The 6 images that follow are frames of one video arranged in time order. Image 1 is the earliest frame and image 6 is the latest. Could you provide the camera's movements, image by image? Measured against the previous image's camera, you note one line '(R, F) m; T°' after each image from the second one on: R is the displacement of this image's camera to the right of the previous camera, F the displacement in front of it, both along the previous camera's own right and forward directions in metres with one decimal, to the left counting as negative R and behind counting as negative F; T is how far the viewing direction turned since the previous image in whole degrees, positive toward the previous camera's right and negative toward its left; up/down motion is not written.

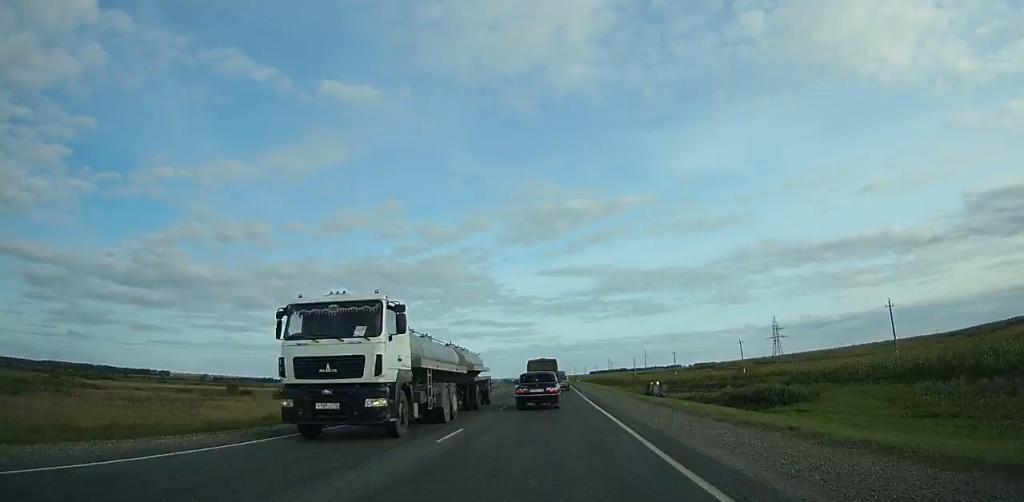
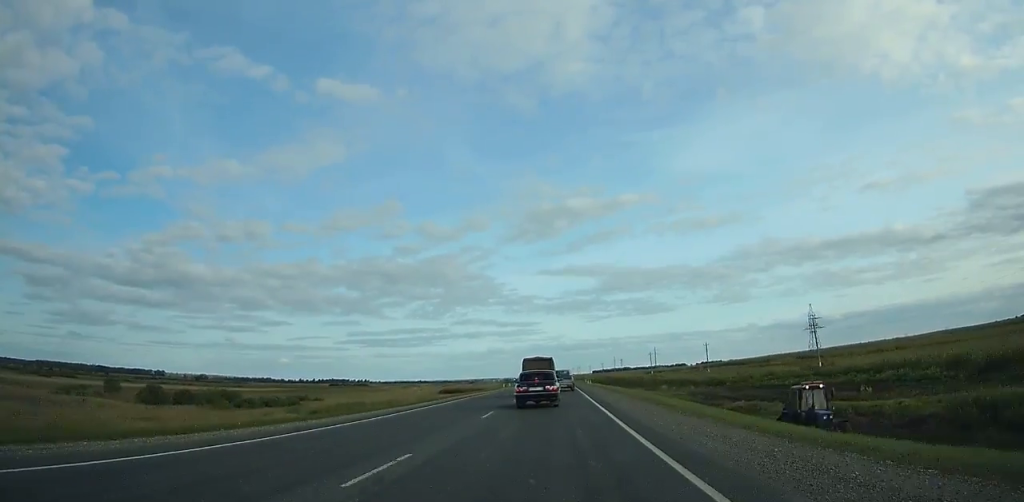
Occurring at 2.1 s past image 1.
(0.0, +39.1) m; 0°
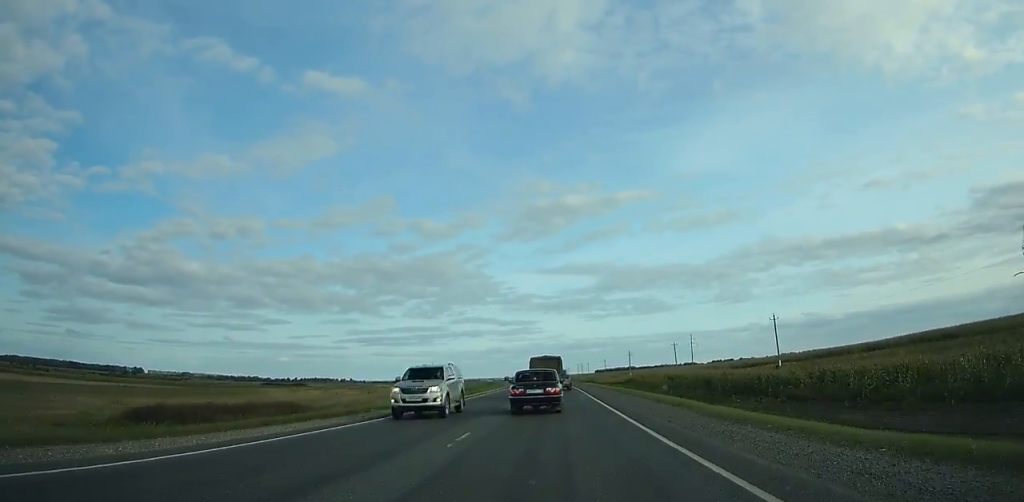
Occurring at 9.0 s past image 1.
(0.0, +130.1) m; 0°
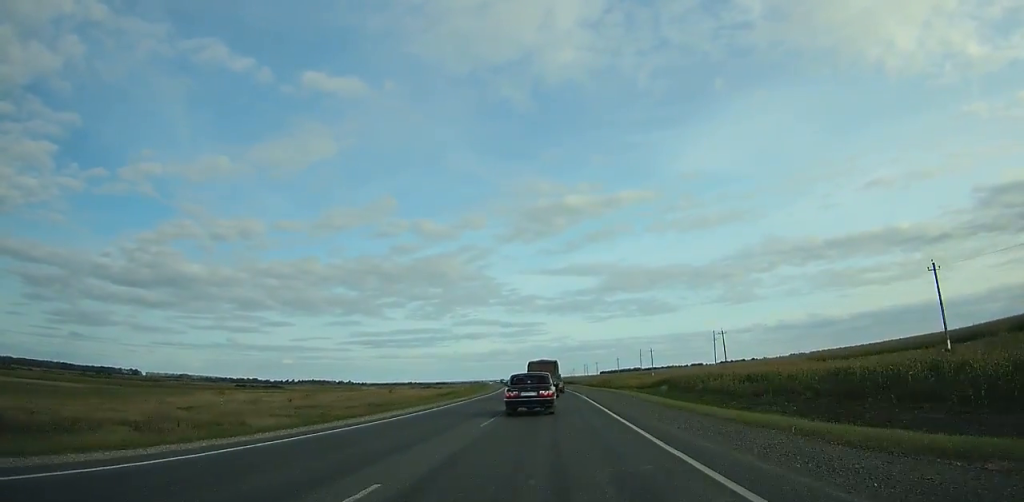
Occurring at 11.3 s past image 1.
(-0.1, +43.2) m; 0°
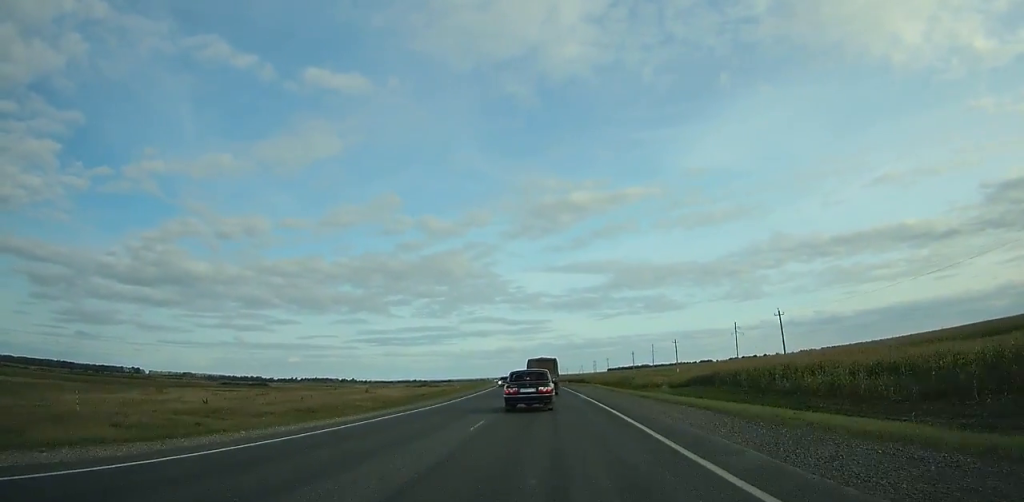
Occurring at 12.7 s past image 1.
(0.0, +26.3) m; -1°
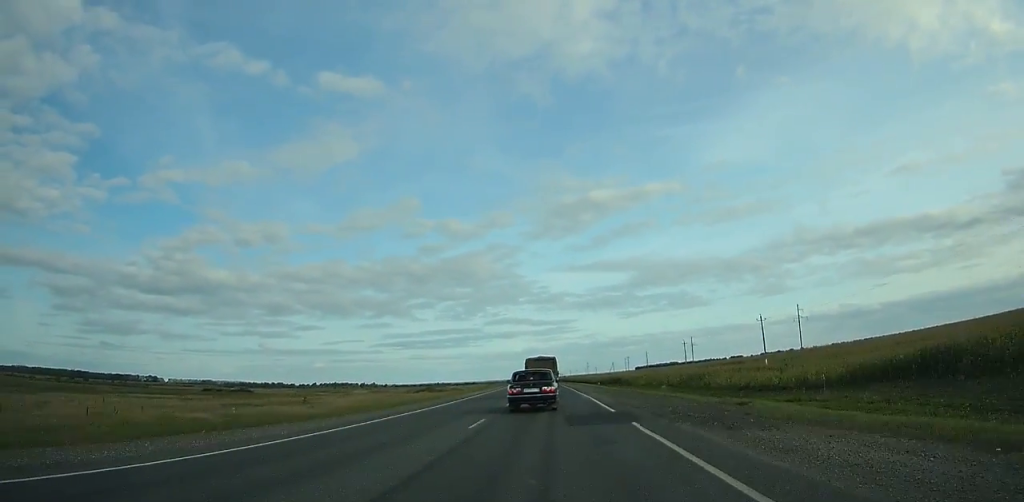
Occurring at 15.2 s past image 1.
(-0.6, +46.6) m; -2°
